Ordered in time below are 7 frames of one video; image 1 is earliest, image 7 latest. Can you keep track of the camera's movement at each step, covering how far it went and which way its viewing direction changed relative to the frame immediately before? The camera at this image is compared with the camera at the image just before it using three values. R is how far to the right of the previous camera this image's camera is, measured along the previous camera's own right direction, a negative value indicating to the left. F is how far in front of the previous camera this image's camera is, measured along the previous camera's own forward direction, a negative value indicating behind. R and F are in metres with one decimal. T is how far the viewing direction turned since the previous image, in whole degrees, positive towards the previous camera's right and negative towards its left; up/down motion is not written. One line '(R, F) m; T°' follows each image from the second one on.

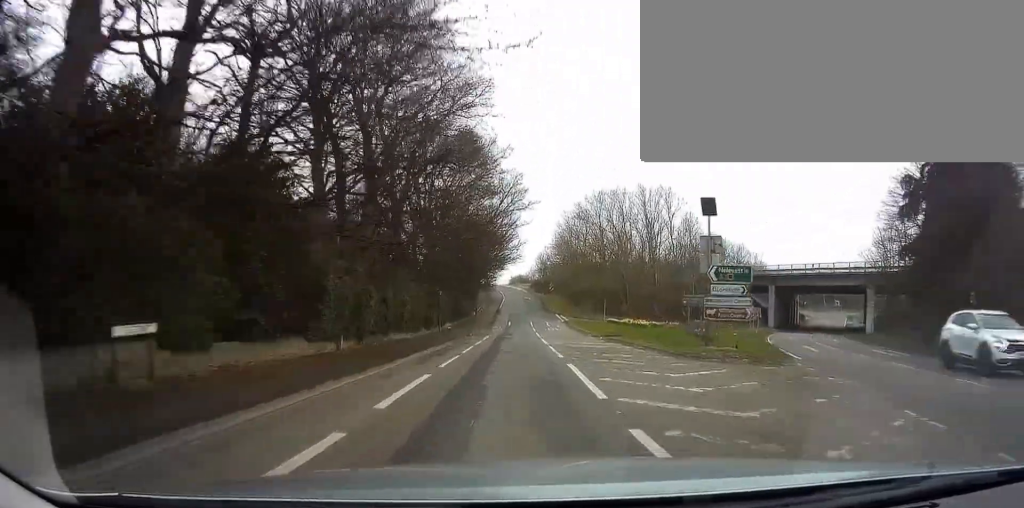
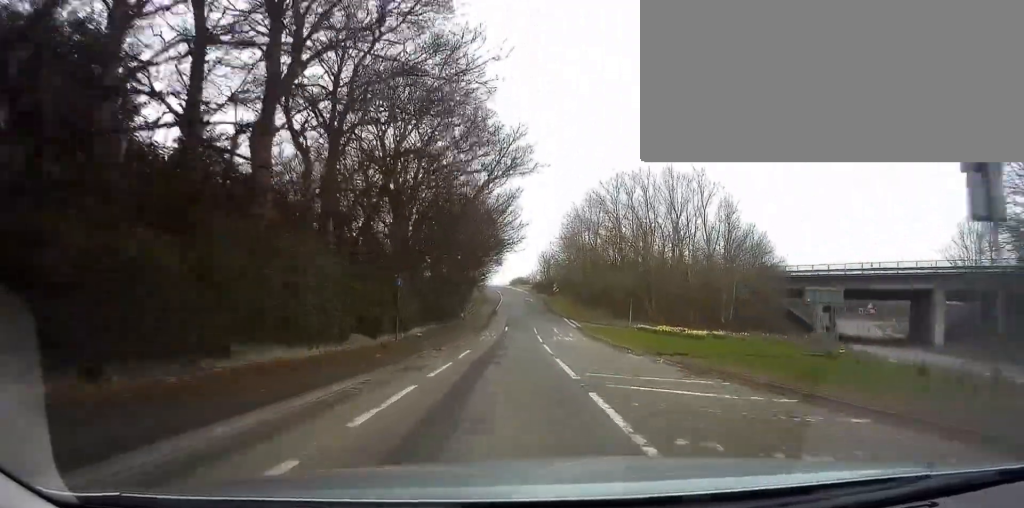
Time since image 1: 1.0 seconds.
(+0.1, +12.4) m; -1°
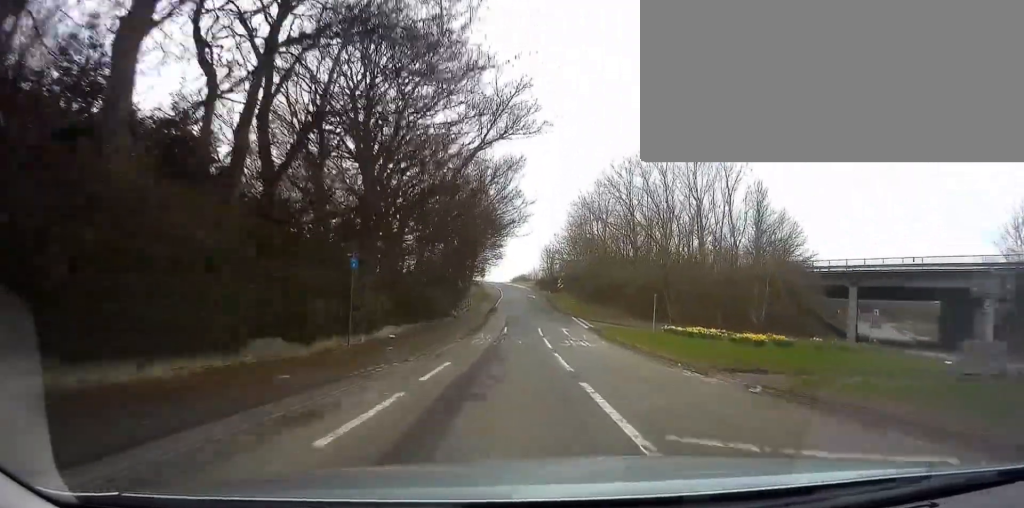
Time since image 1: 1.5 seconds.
(-0.2, +6.6) m; -2°
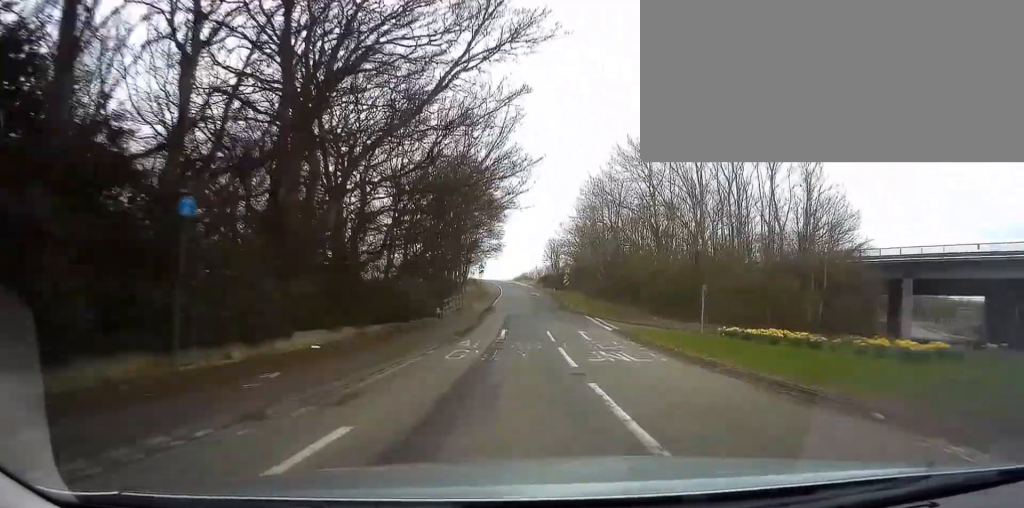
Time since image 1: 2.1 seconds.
(-0.1, +8.1) m; -2°
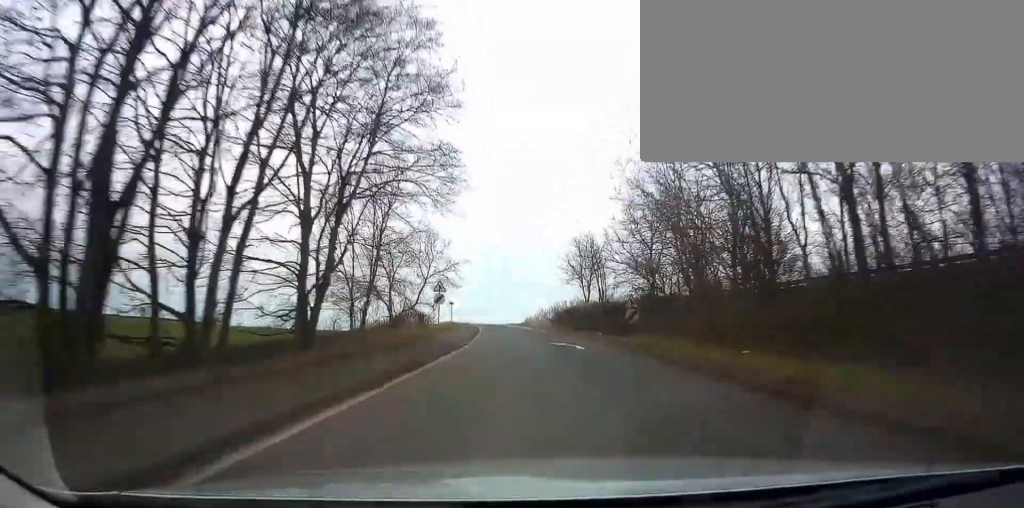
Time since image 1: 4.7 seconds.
(-0.4, +40.8) m; +1°
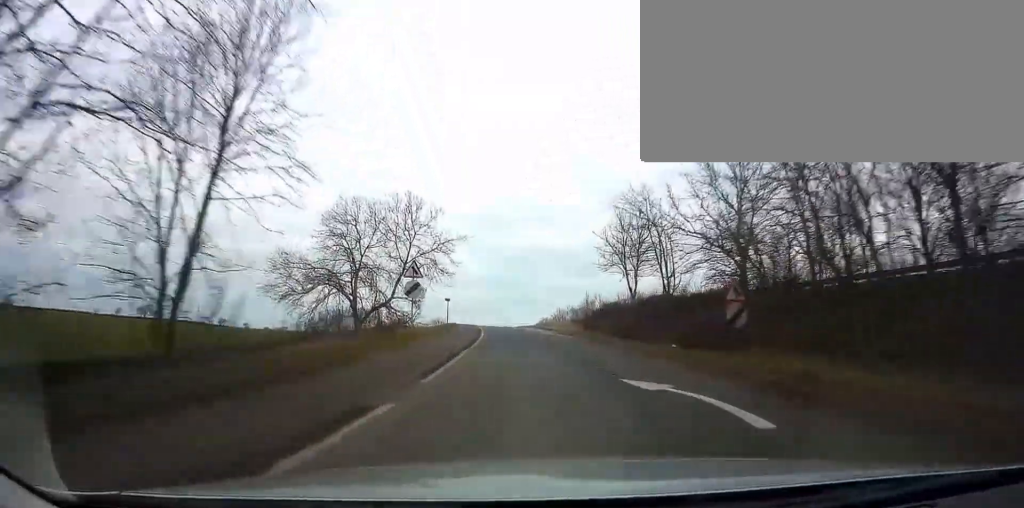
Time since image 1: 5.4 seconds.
(+0.1, +13.2) m; +1°
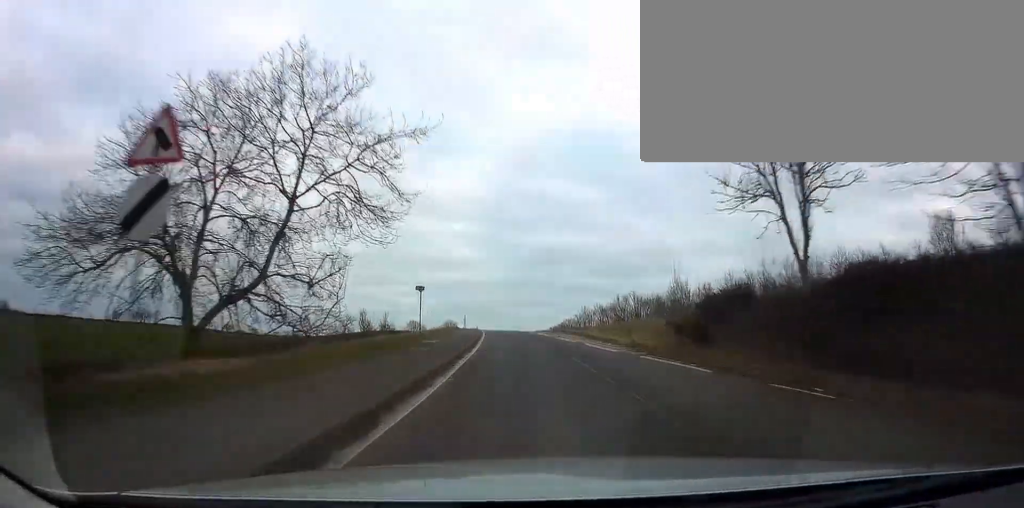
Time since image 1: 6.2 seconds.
(+0.1, +17.8) m; 0°
